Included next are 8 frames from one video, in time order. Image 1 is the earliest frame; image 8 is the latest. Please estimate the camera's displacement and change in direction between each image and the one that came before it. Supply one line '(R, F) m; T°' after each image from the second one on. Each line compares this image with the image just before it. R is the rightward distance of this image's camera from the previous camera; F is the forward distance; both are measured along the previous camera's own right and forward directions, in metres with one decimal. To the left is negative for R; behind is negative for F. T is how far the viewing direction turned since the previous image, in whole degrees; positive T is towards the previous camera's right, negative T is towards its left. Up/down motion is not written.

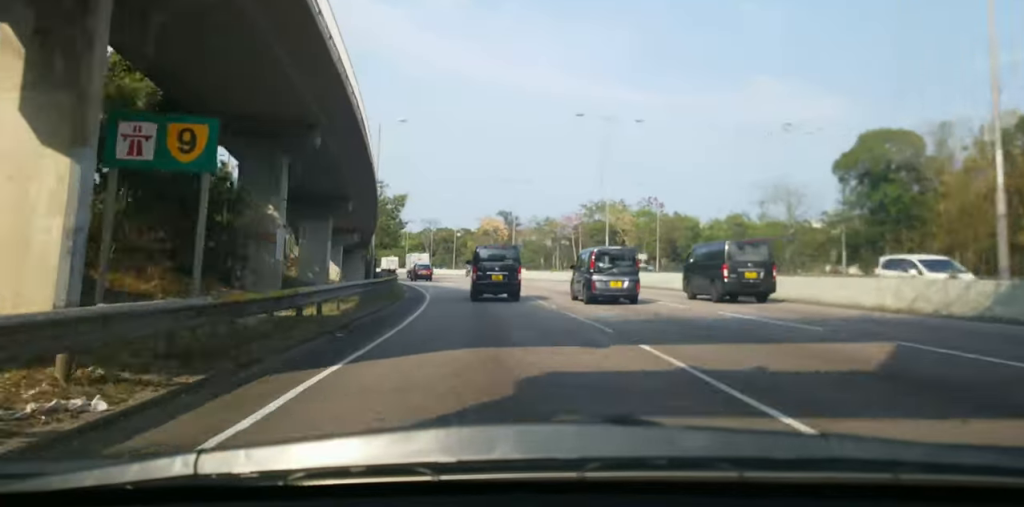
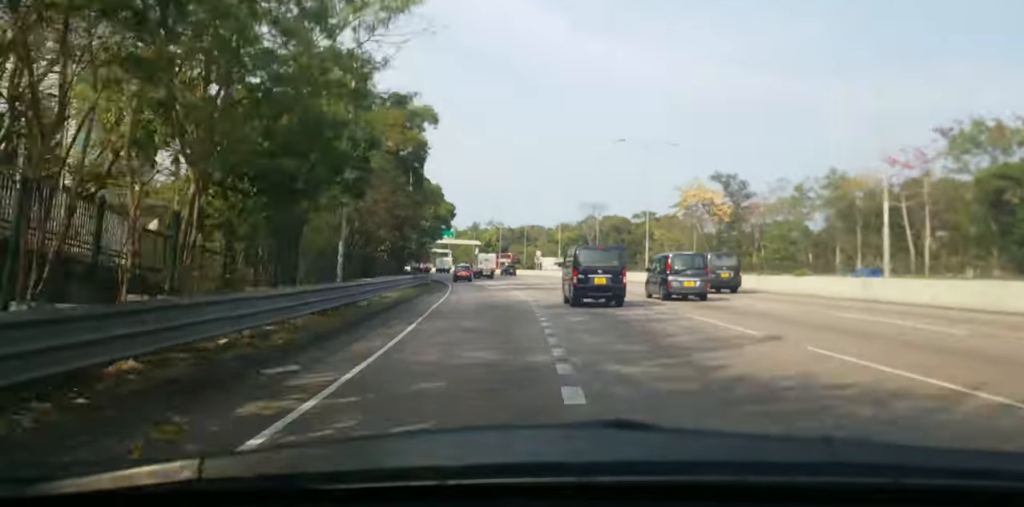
(-7.4, +69.3) m; -13°
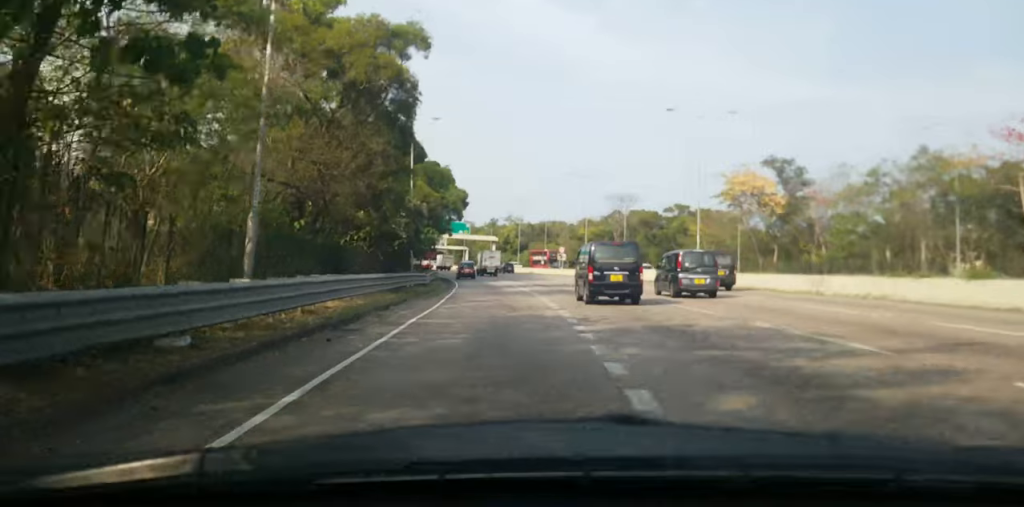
(-0.4, +12.6) m; -2°
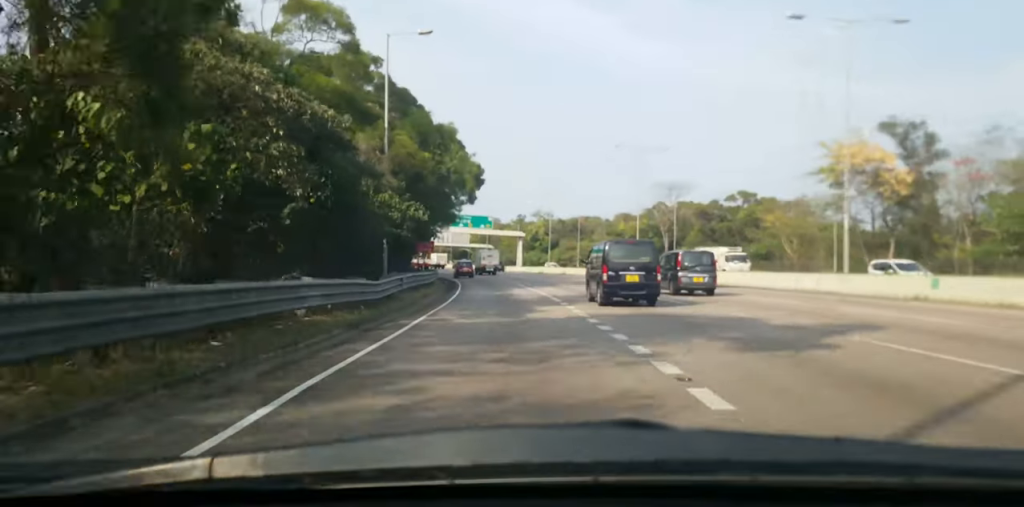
(-0.3, +22.3) m; -3°
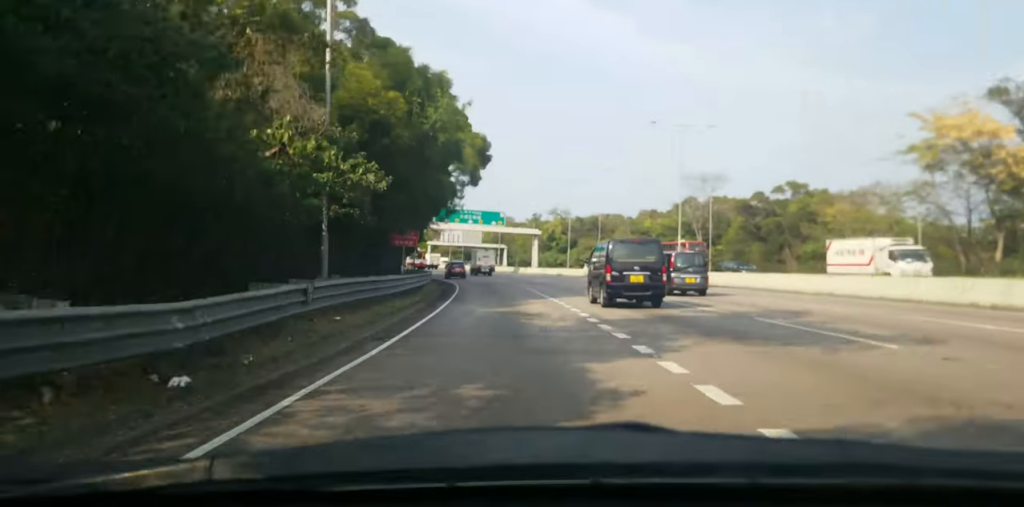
(-0.4, +13.9) m; -1°
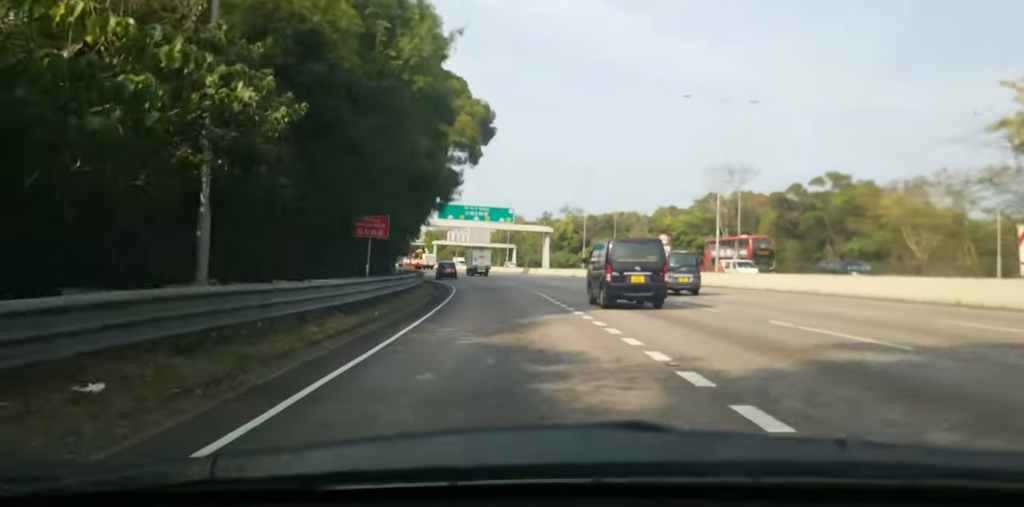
(-0.1, +9.6) m; -1°
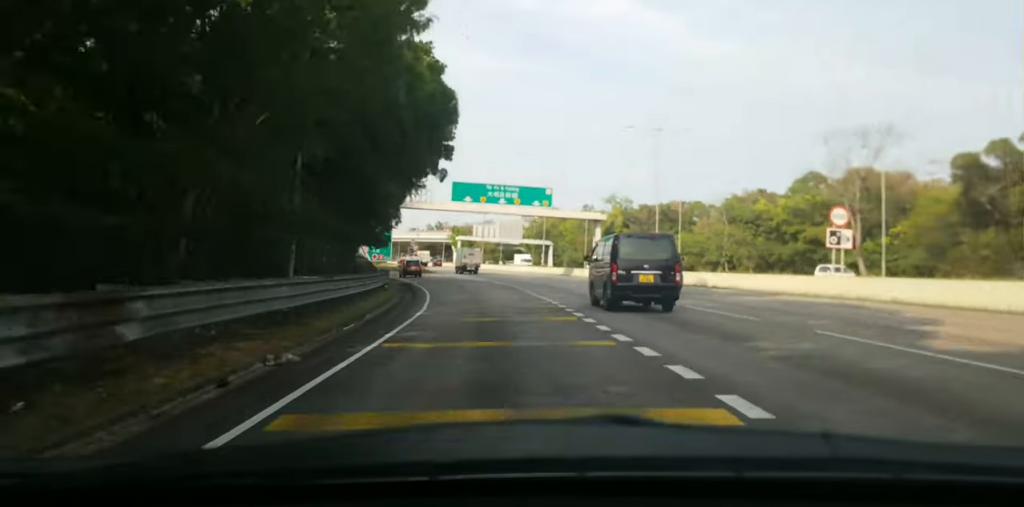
(-0.4, +29.6) m; -2°
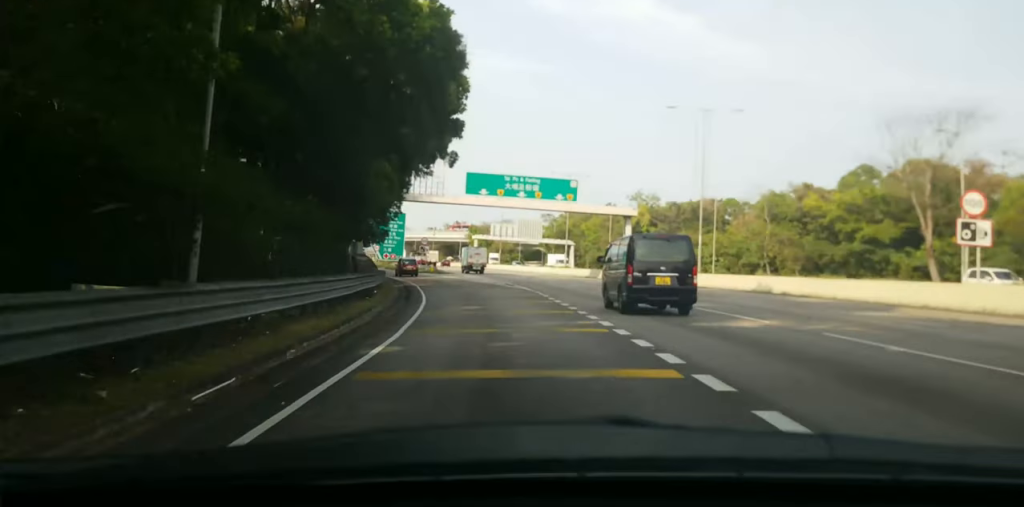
(0.0, +8.7) m; -1°
